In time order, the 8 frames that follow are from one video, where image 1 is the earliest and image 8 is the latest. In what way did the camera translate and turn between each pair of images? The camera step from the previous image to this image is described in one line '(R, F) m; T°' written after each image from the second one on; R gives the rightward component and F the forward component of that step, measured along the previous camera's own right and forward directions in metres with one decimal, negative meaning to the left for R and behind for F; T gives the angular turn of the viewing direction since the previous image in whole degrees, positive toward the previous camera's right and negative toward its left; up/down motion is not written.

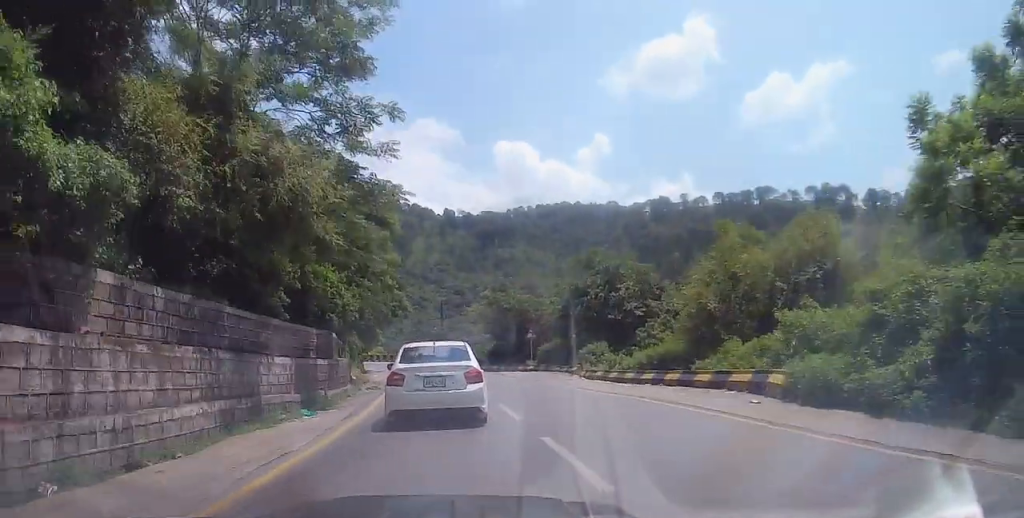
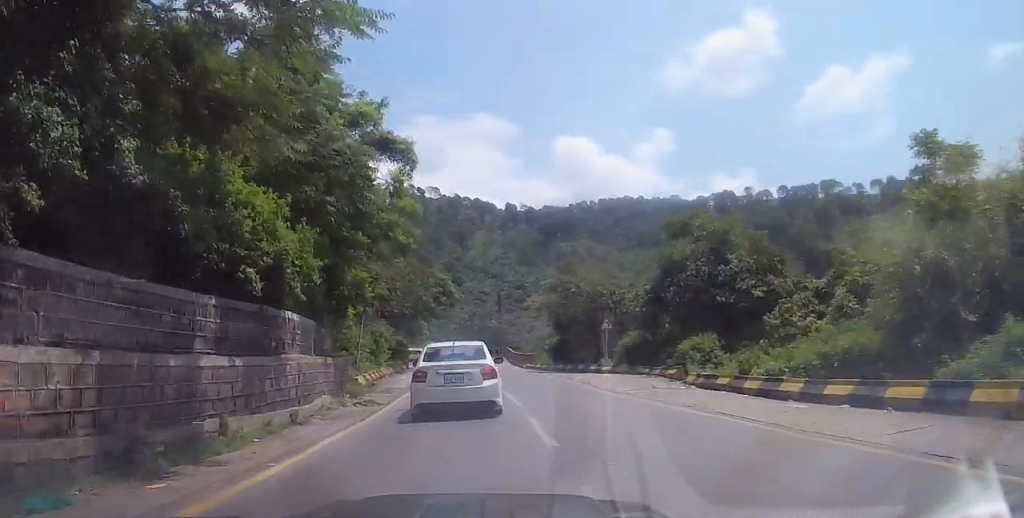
(+0.2, +9.4) m; -5°
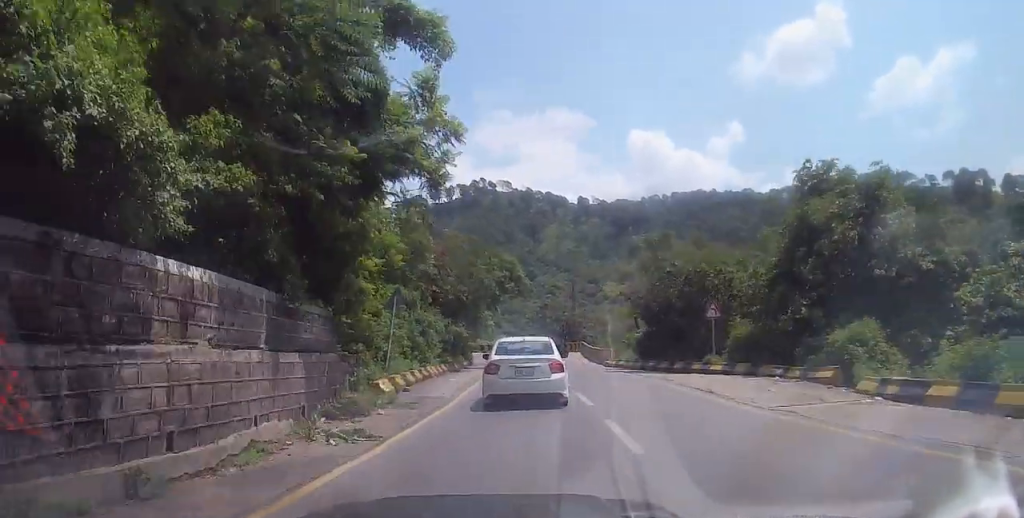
(-0.8, +7.0) m; -4°
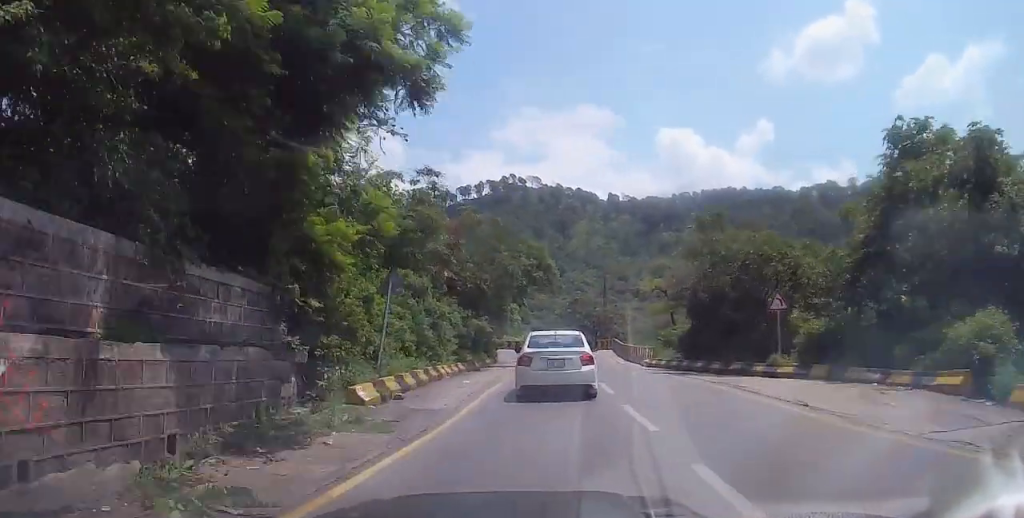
(+0.3, +4.4) m; 0°
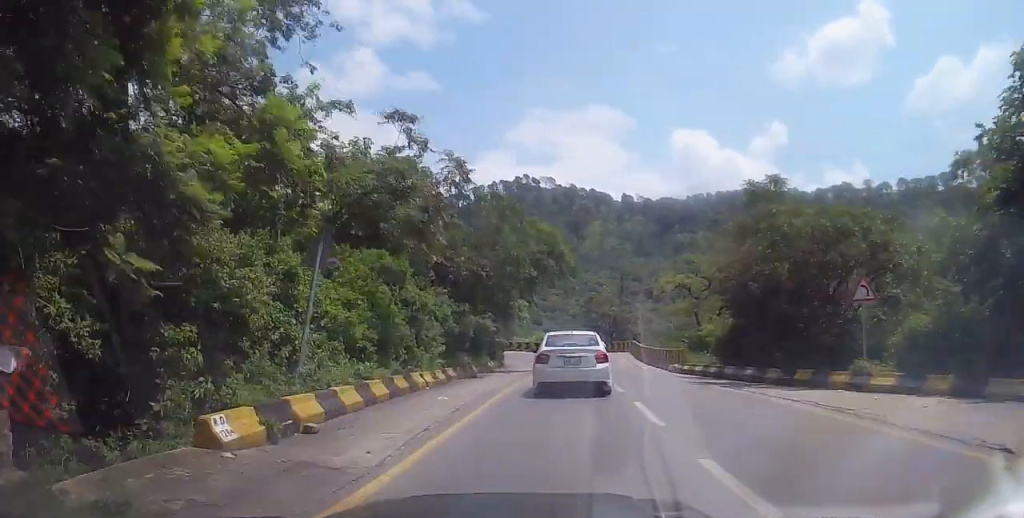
(0.0, +5.6) m; -1°
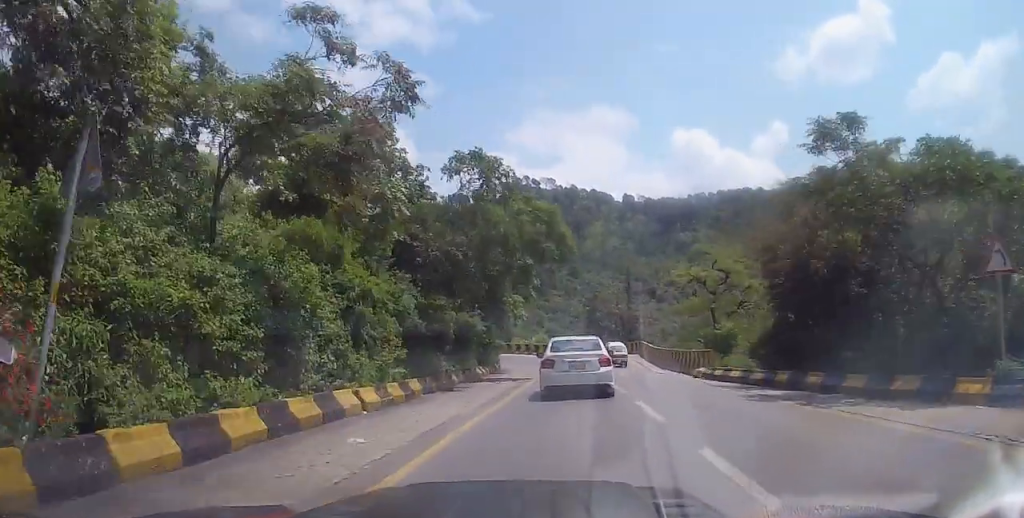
(-0.3, +5.8) m; -2°
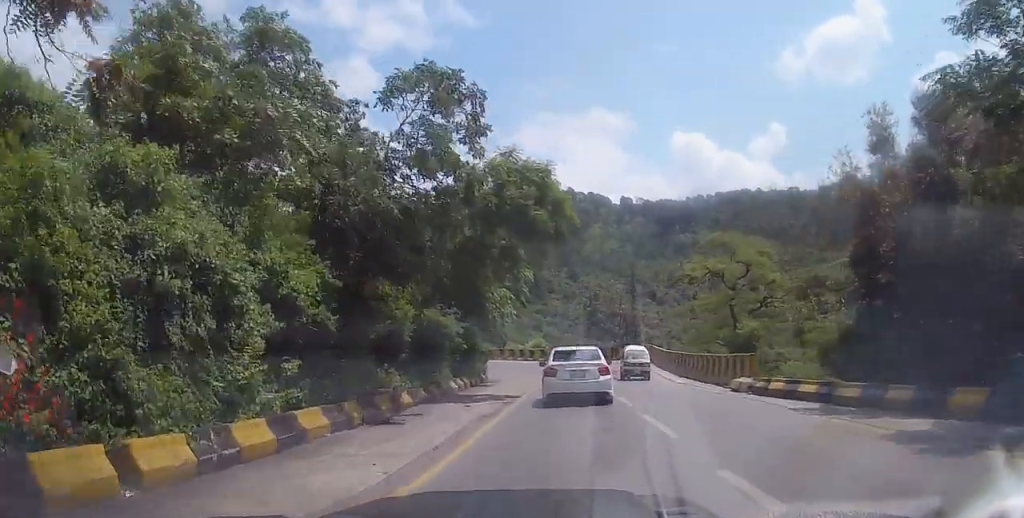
(0.0, +7.0) m; 0°
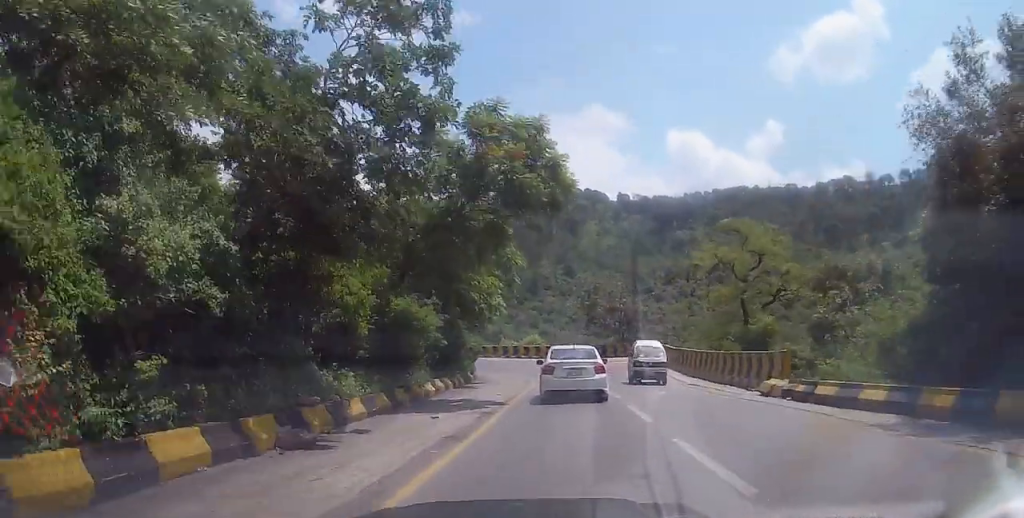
(0.0, +3.7) m; 0°
